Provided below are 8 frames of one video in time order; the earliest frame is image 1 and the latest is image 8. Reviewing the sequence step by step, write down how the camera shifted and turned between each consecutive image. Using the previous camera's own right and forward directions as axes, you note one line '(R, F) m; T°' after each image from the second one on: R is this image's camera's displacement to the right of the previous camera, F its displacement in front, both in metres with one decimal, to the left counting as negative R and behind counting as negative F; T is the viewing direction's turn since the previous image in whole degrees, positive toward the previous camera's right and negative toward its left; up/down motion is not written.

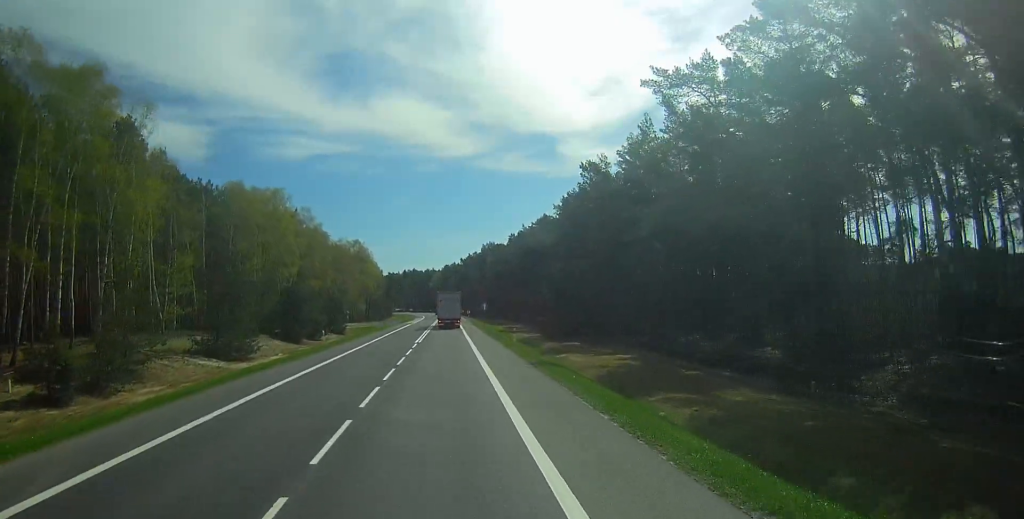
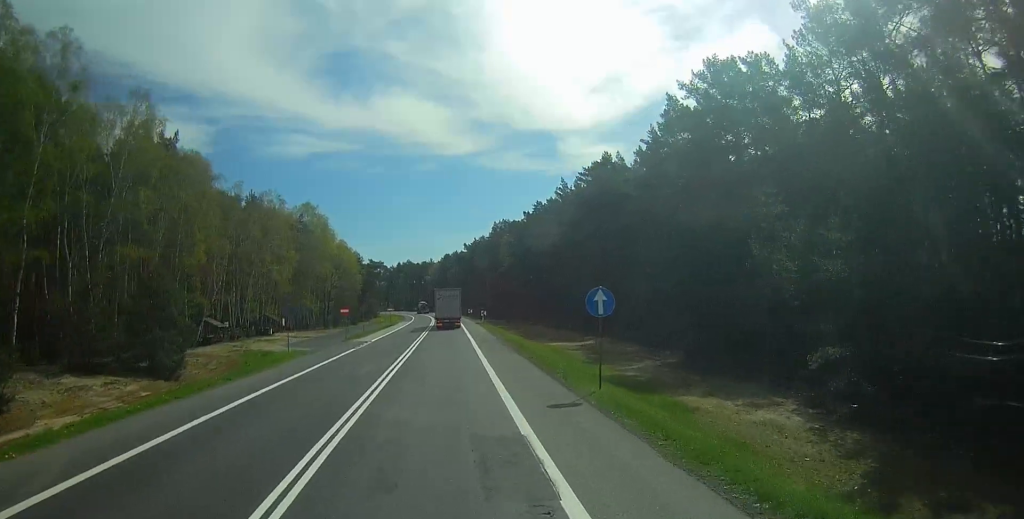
(-0.1, +59.4) m; -2°
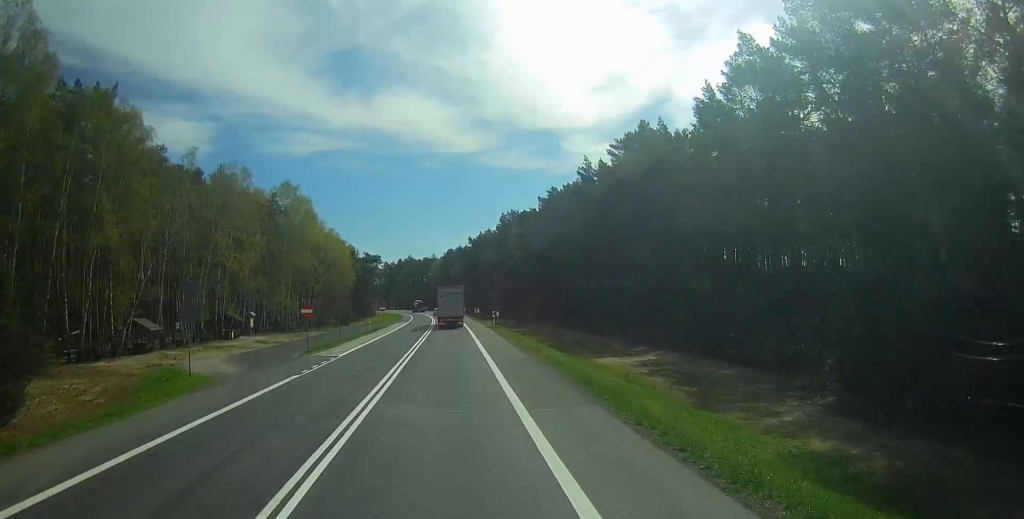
(-0.2, +16.2) m; -1°
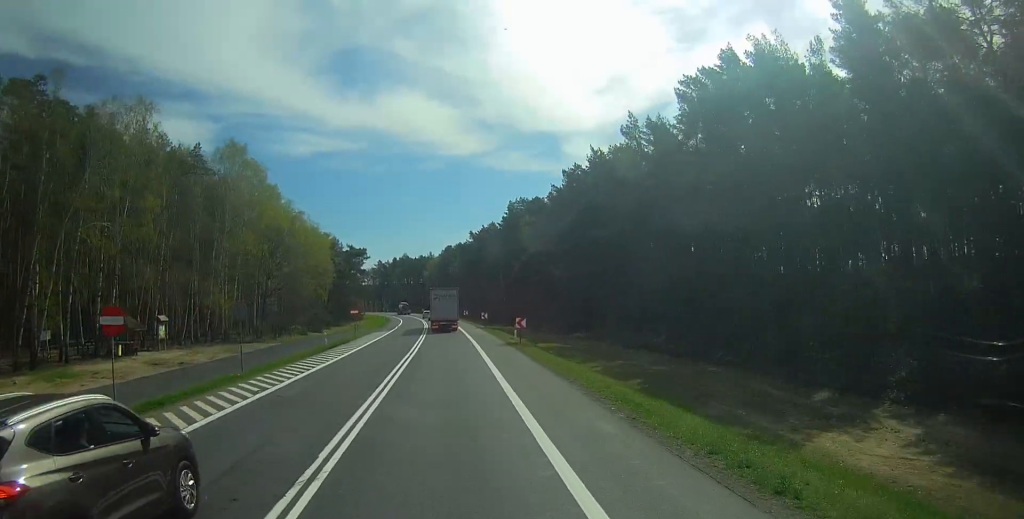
(-0.2, +24.4) m; 0°
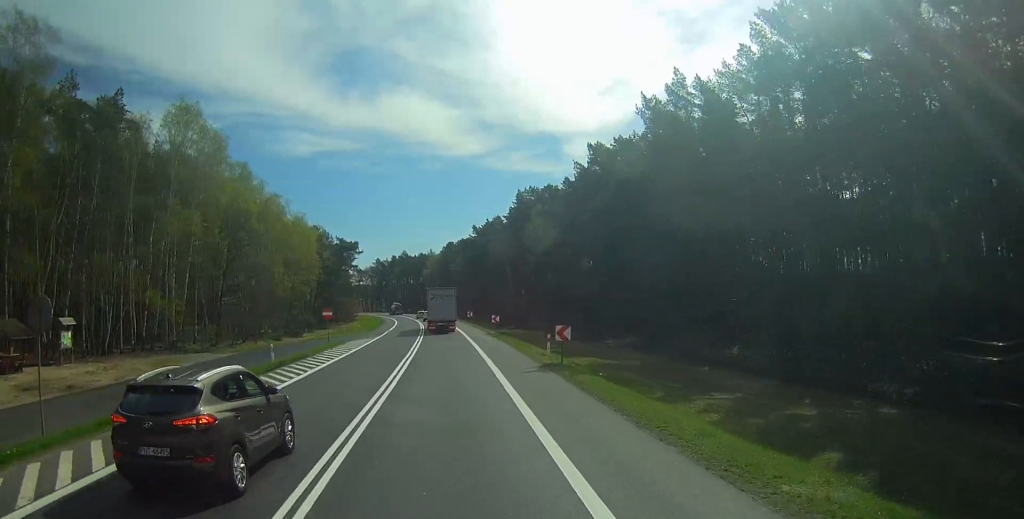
(0.0, +14.8) m; 0°
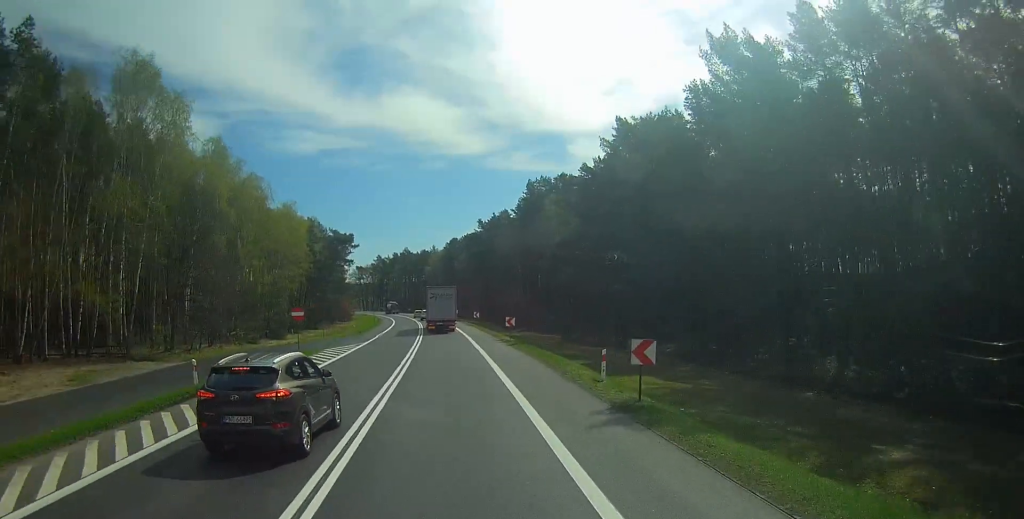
(0.0, +10.6) m; 0°
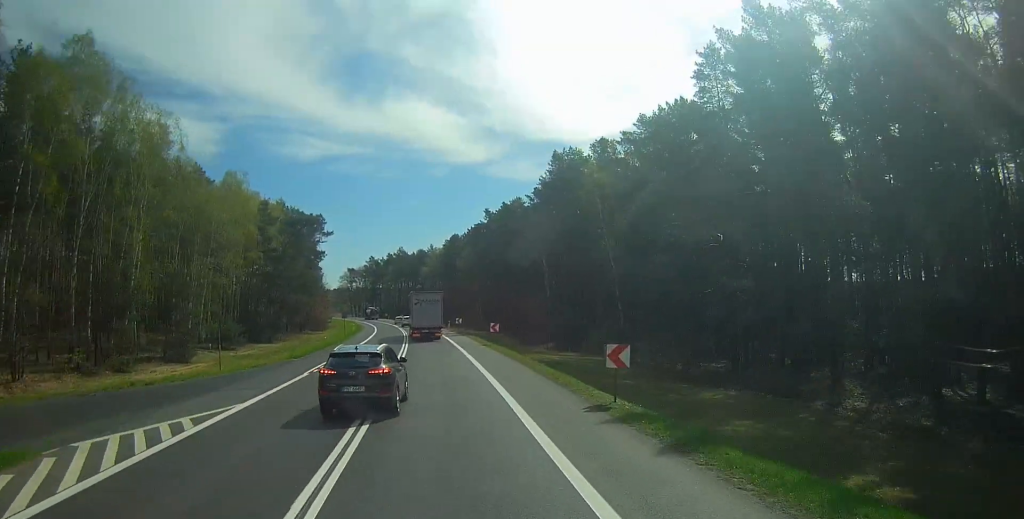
(0.0, +28.5) m; 0°
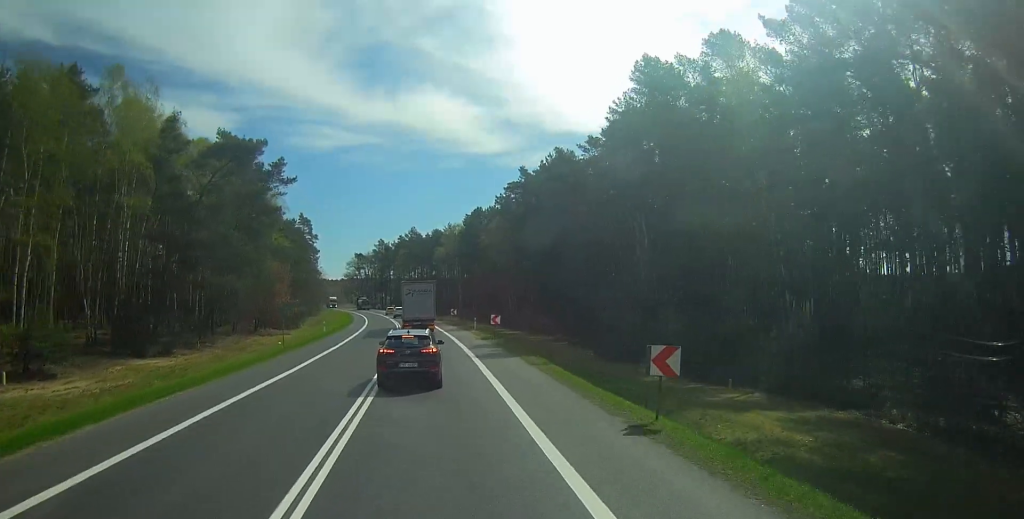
(0.0, +34.2) m; 0°
